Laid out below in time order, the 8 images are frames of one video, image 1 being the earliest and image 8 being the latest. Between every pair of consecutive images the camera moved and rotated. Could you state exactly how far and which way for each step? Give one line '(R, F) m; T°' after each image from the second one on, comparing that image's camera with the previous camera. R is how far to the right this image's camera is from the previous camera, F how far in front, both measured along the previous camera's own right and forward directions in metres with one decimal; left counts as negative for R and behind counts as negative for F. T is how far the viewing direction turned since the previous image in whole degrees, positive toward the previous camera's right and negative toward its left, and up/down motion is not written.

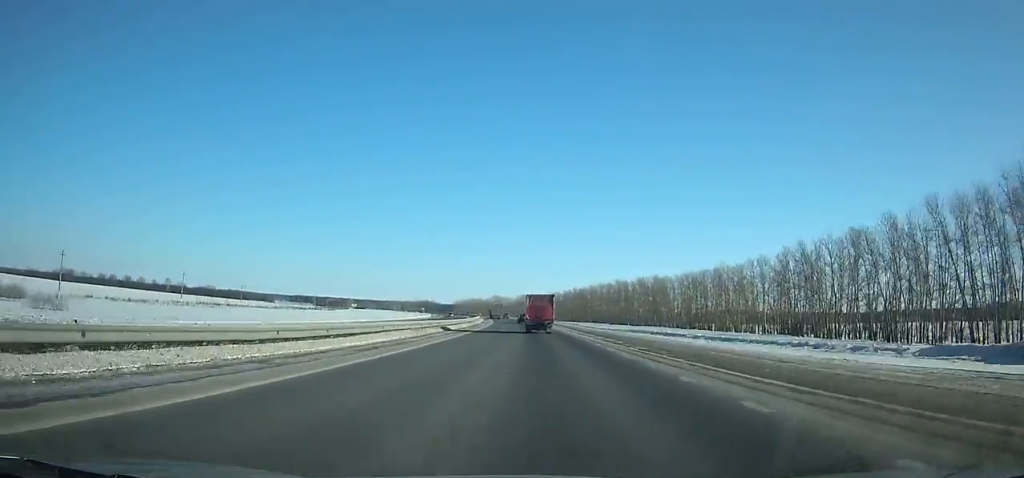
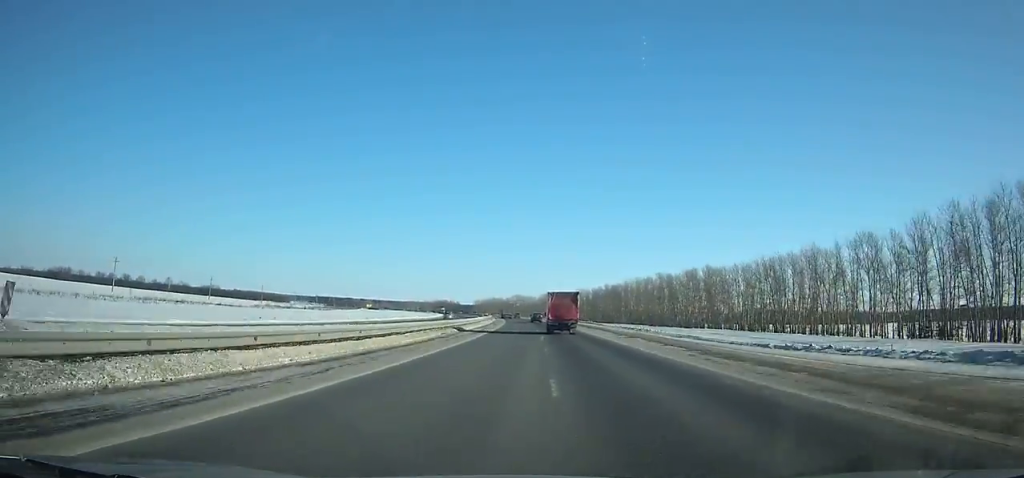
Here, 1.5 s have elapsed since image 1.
(-0.7, +40.0) m; -1°
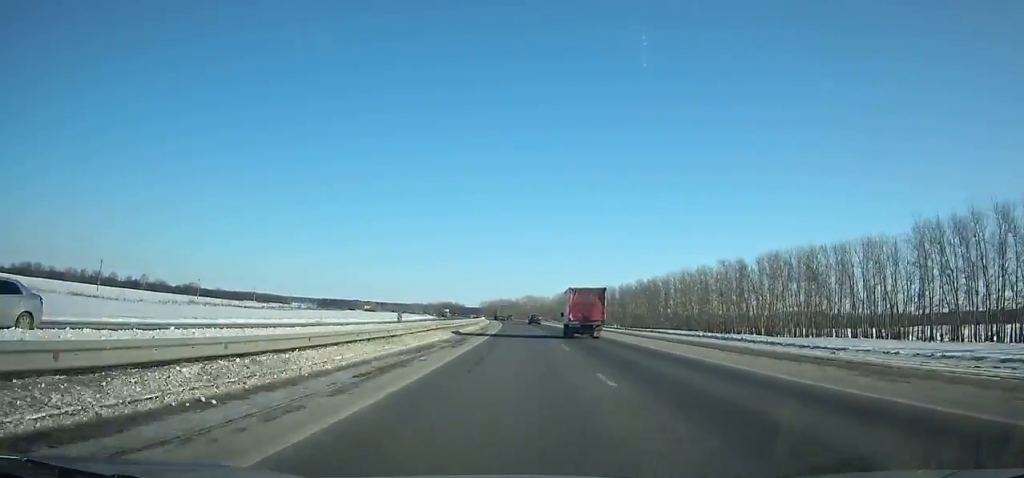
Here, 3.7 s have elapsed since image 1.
(-1.1, +60.1) m; -2°
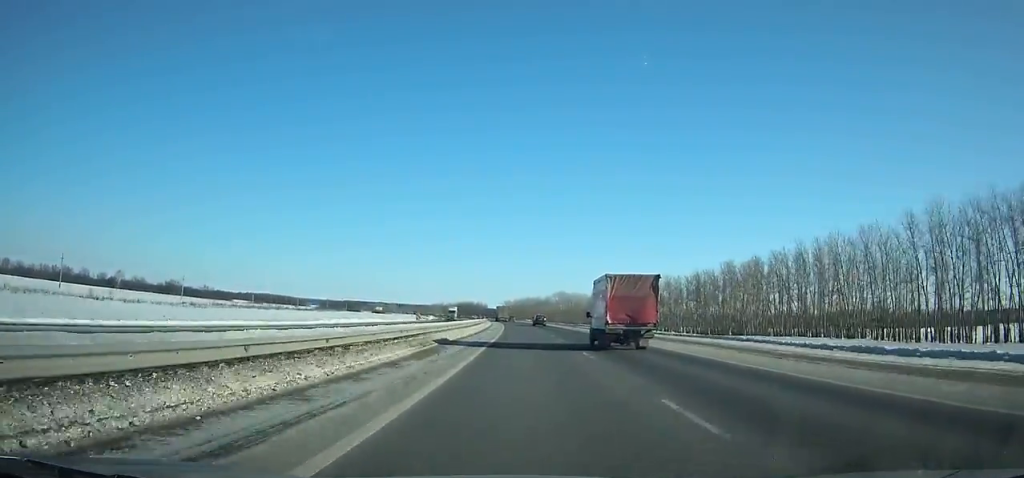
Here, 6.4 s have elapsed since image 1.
(-1.5, +75.8) m; -2°
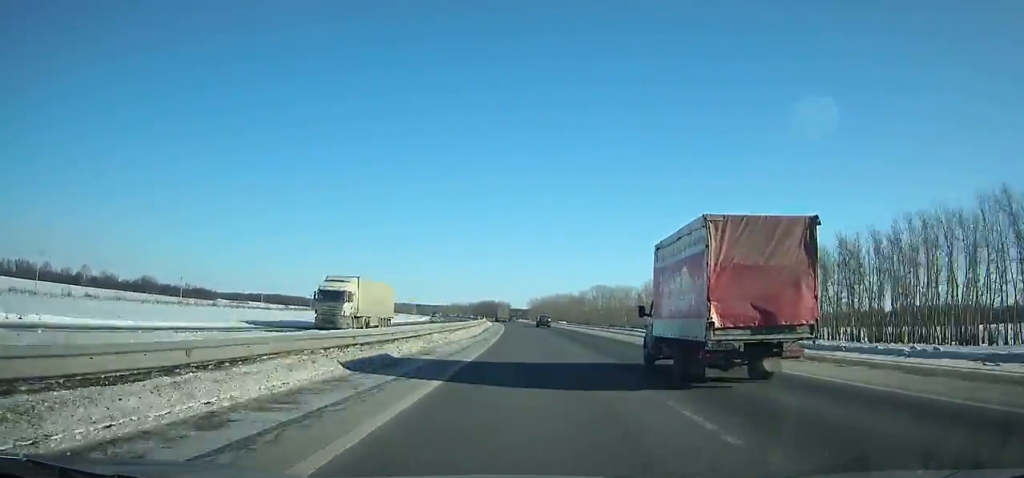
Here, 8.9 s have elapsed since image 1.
(-1.4, +72.1) m; -3°
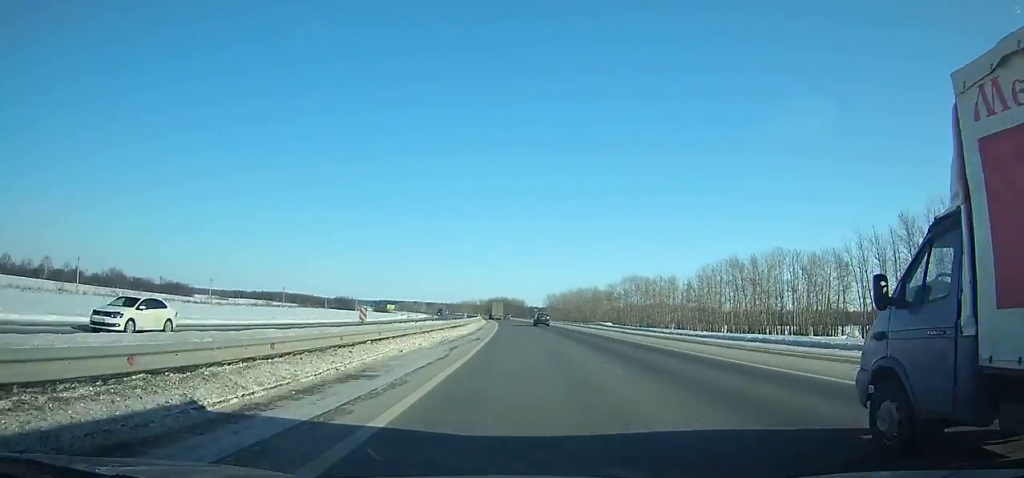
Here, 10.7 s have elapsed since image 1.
(-1.0, +53.1) m; -2°
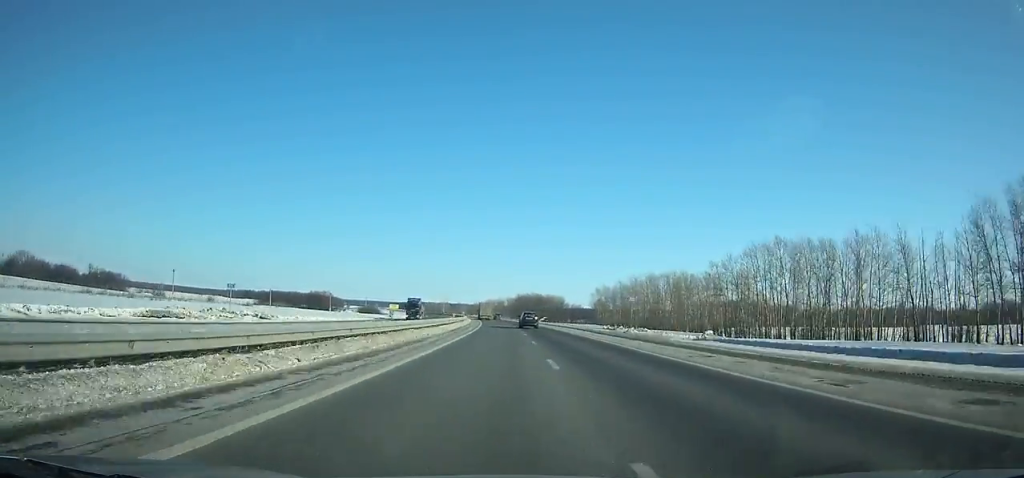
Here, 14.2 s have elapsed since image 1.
(-2.9, +104.1) m; -3°
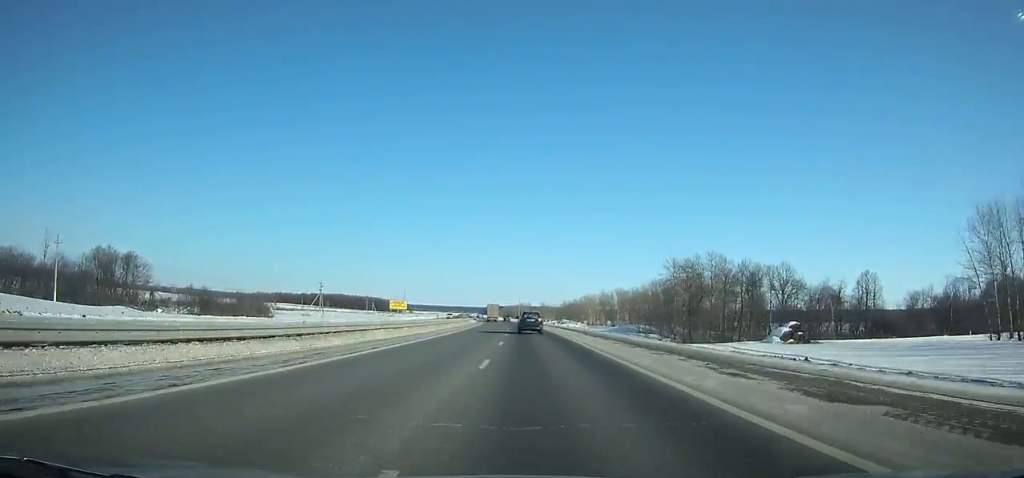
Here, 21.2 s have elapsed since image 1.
(-14.8, +204.6) m; -8°
